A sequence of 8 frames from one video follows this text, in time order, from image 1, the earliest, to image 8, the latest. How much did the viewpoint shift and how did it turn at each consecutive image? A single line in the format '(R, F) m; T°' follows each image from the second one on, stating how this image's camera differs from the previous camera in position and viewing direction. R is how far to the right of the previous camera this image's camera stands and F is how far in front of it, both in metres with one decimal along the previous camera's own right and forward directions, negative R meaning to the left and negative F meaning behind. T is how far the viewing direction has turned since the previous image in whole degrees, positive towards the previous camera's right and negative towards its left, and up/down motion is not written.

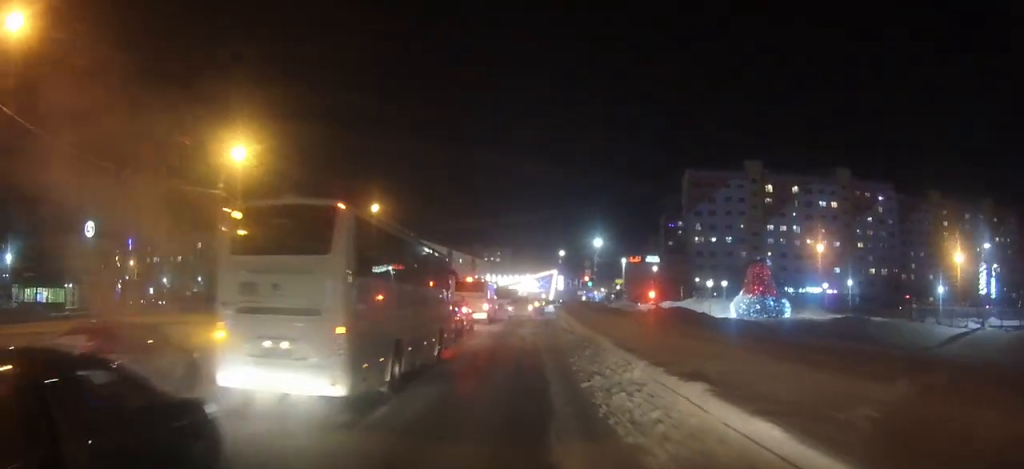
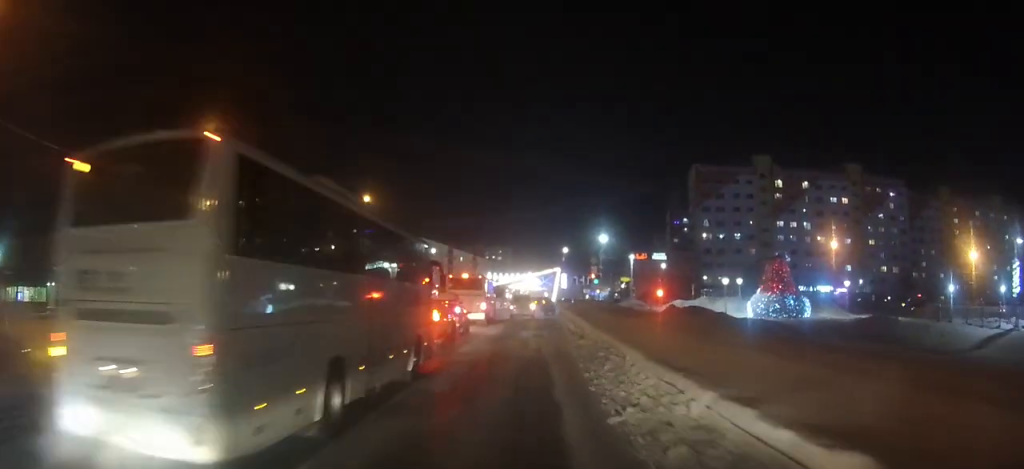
(0.0, +4.3) m; 0°
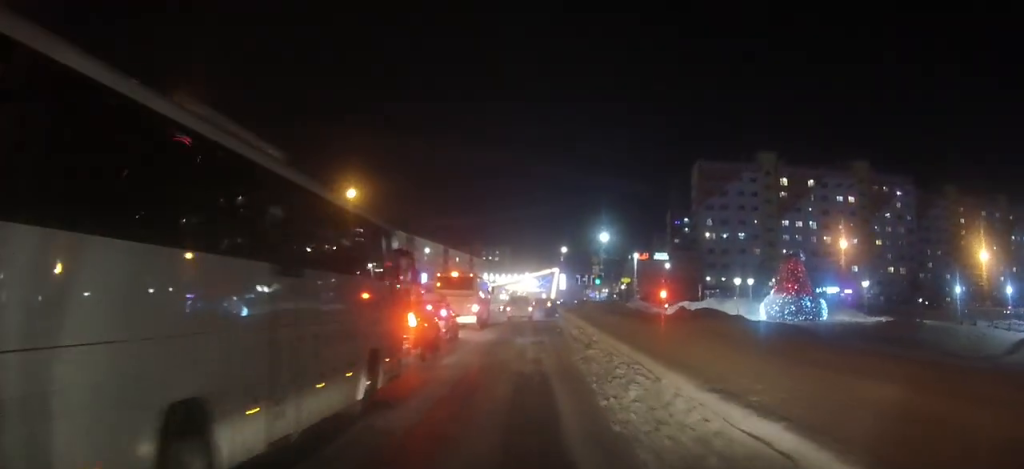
(0.0, +4.1) m; 0°
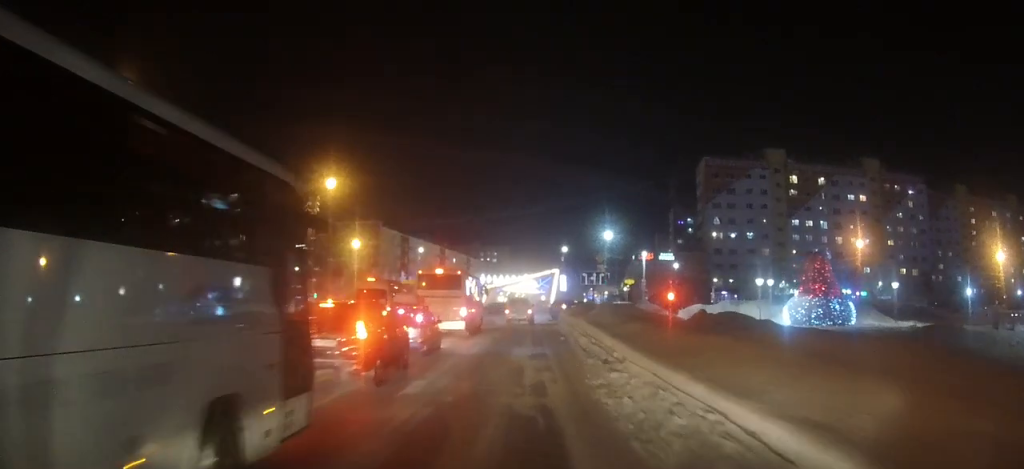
(0.0, +5.4) m; 0°
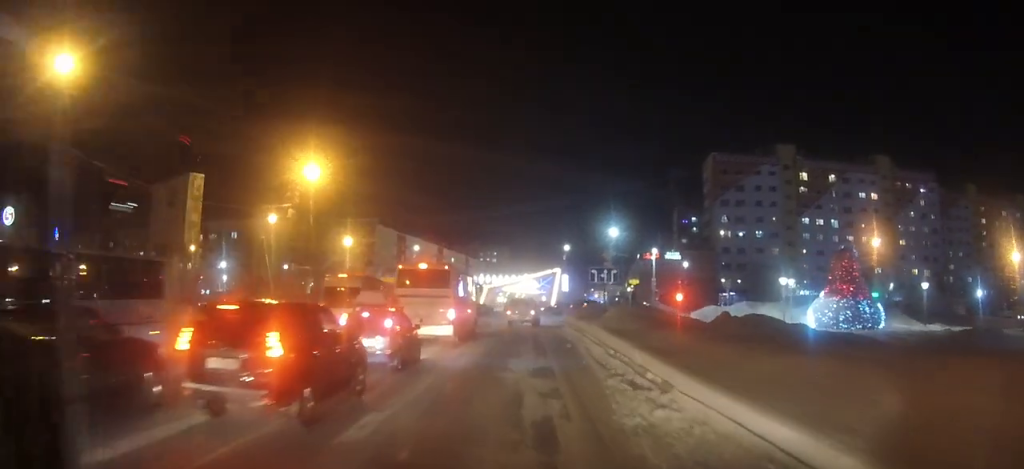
(0.0, +4.5) m; 0°
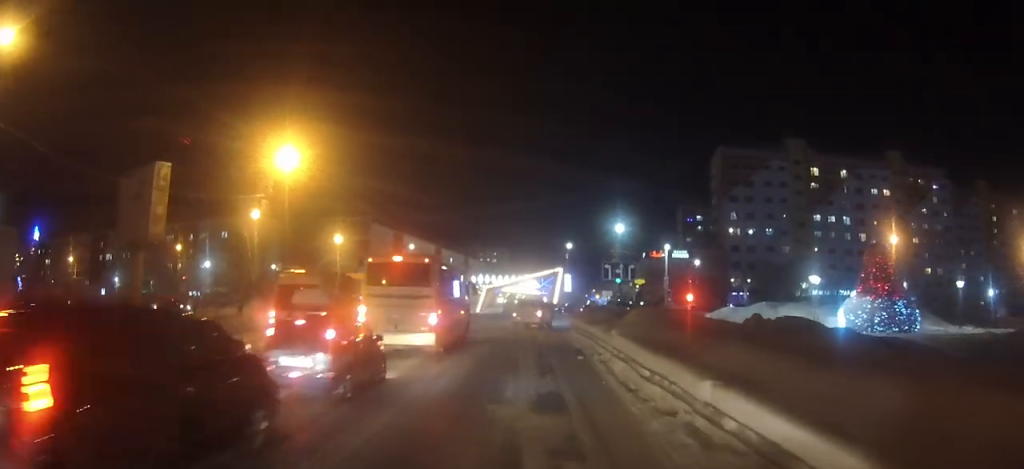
(0.0, +4.6) m; 0°
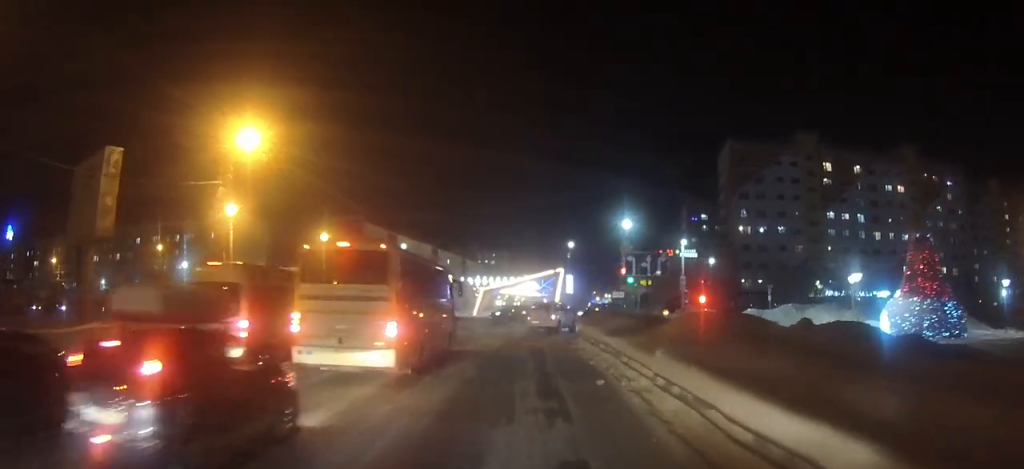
(0.0, +5.6) m; 0°
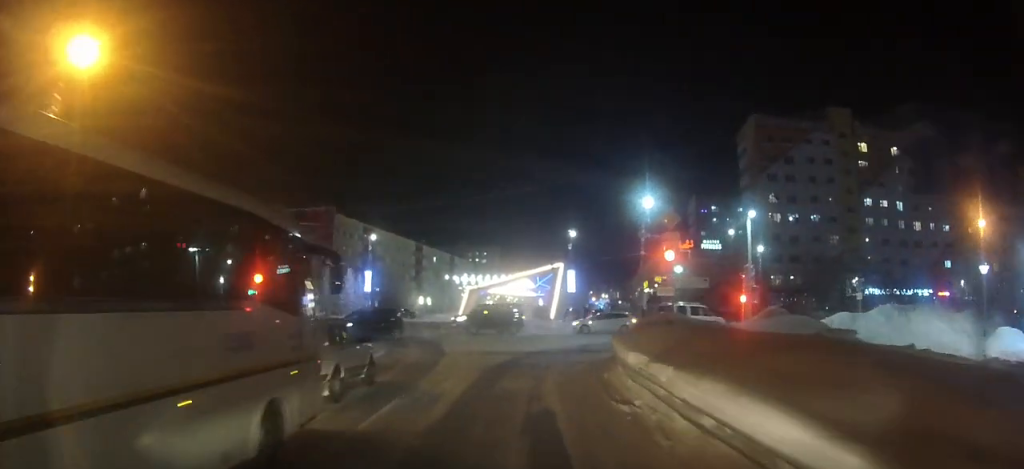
(+0.1, +15.0) m; 0°
